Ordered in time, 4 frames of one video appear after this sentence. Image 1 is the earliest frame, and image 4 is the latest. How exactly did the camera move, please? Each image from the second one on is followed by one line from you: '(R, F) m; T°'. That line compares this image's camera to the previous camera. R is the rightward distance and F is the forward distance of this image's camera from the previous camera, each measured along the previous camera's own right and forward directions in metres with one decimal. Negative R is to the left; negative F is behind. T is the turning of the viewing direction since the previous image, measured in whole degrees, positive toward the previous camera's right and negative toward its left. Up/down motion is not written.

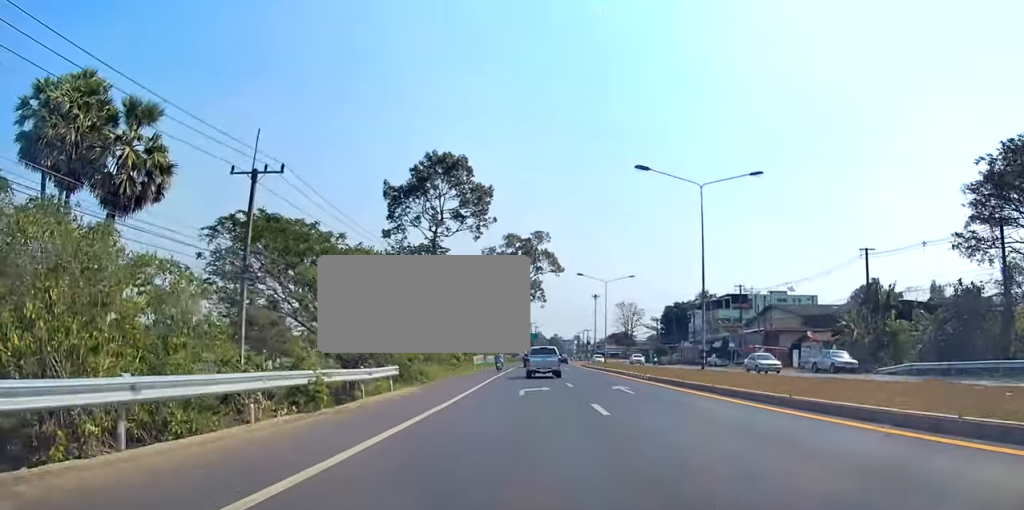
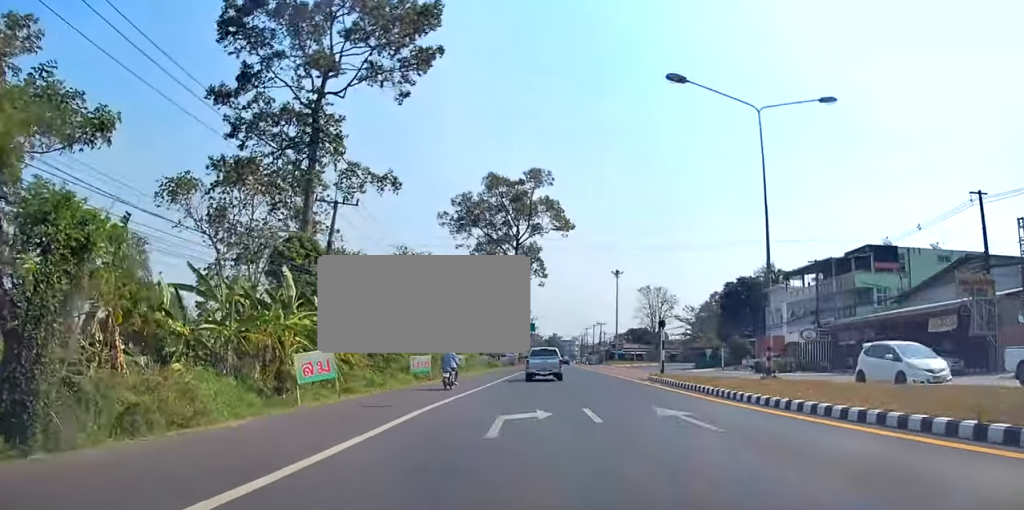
(+0.3, +49.7) m; +1°
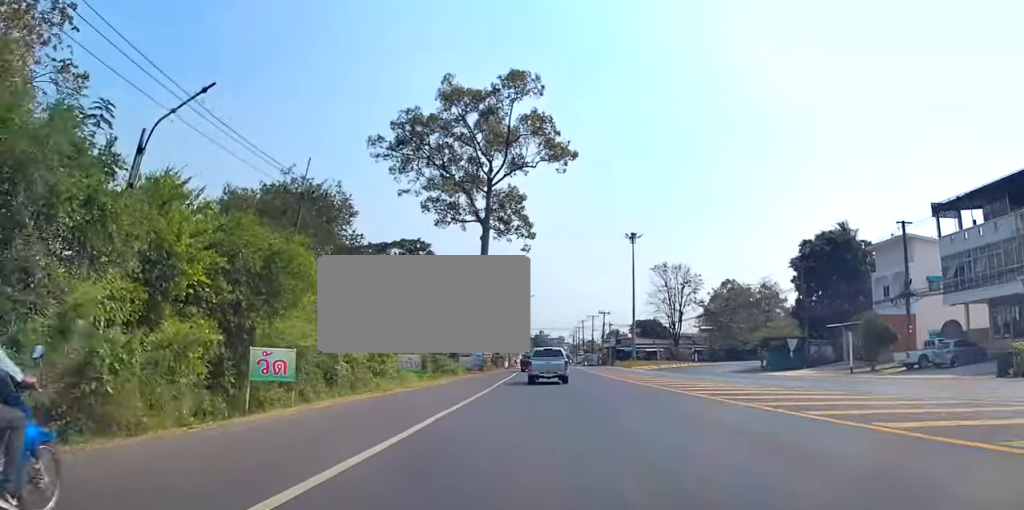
(+0.5, +34.0) m; +2°
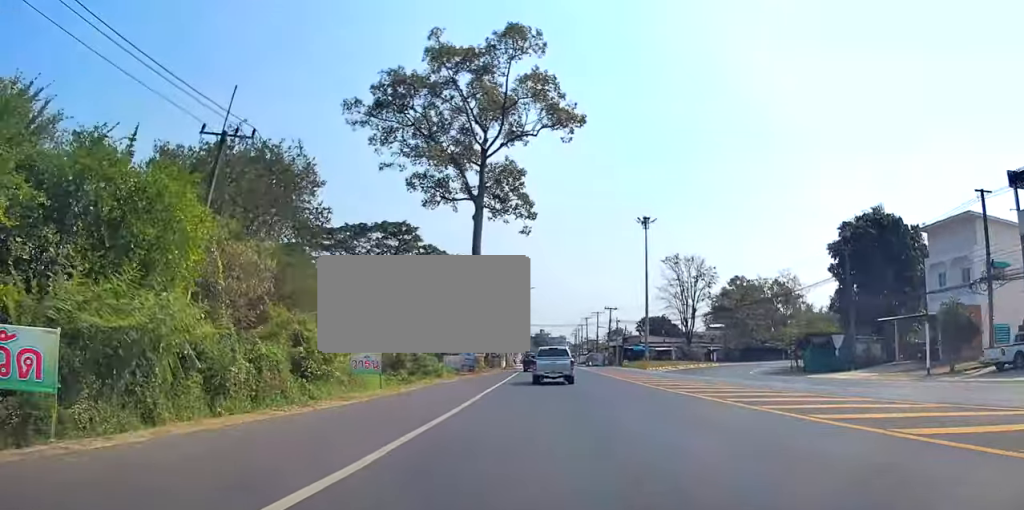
(0.0, +8.8) m; 0°
